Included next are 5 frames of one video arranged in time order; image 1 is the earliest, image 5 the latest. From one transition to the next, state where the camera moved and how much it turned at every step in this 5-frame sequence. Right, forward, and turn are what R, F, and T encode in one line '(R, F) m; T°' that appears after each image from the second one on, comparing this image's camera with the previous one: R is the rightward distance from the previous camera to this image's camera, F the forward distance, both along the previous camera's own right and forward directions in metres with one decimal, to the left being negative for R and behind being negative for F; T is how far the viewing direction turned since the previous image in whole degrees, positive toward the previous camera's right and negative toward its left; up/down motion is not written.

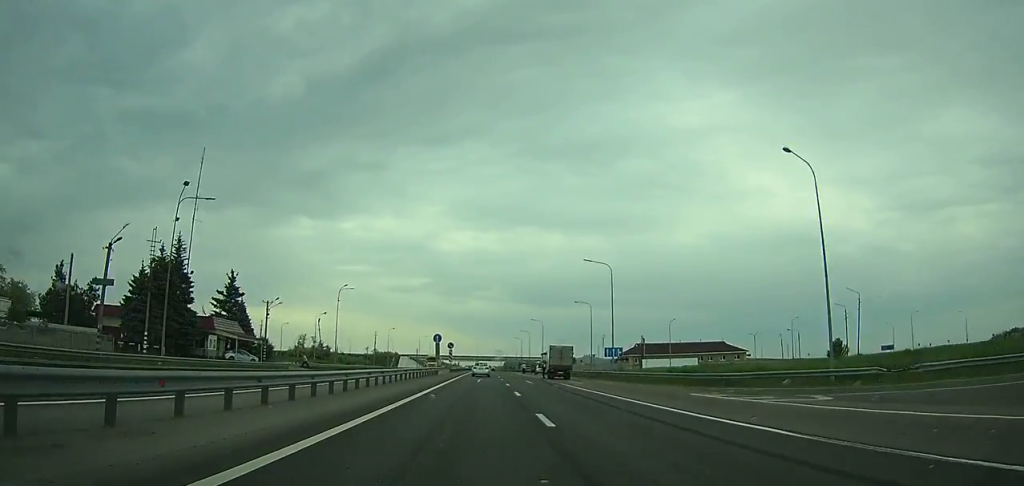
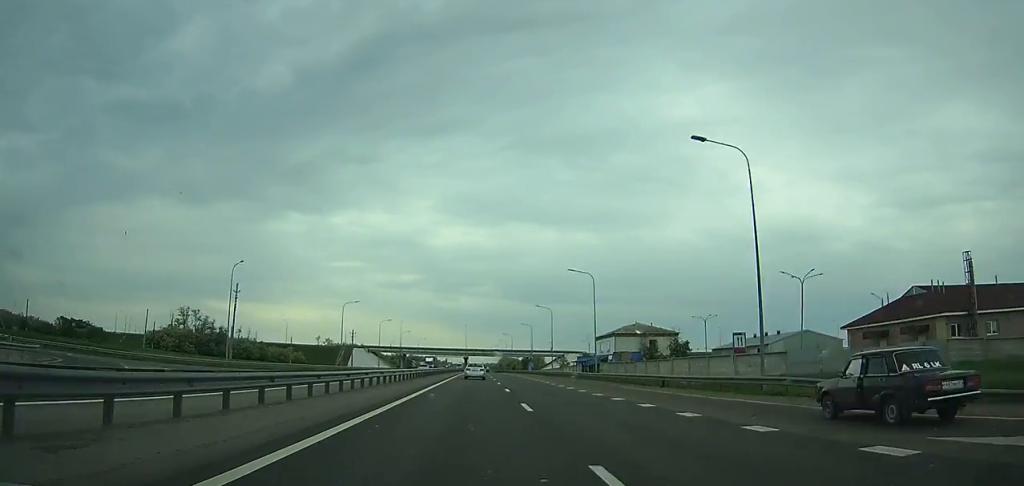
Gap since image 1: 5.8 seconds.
(-0.2, +103.3) m; 0°
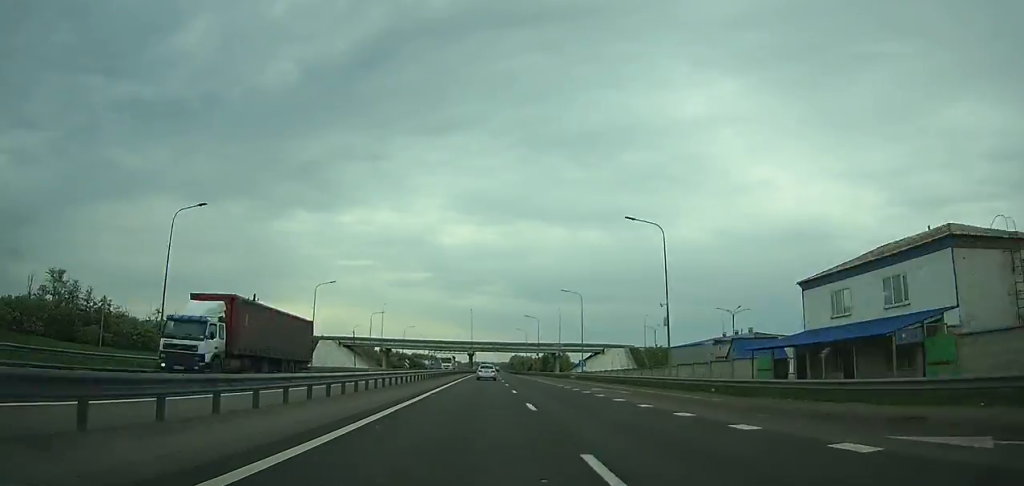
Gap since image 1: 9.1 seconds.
(+0.1, +58.7) m; 0°
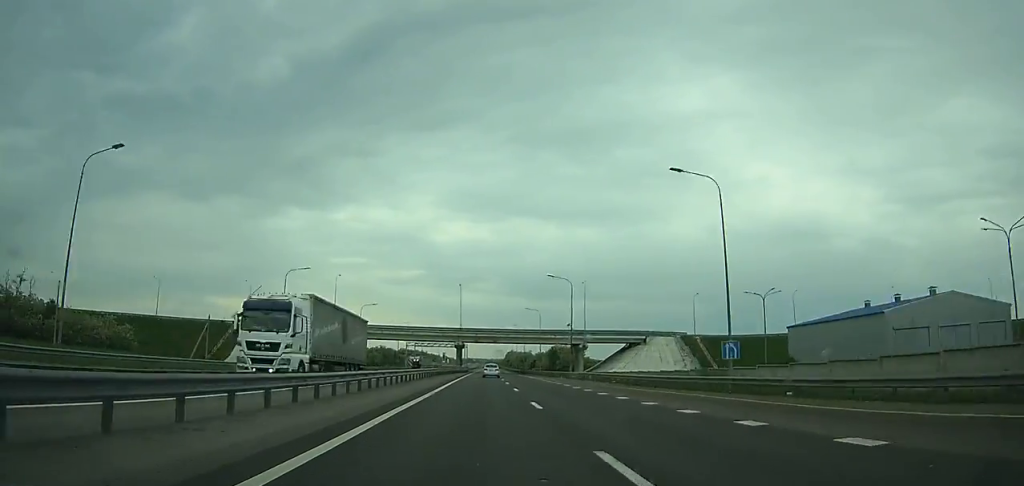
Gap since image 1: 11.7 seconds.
(-0.2, +47.8) m; 0°
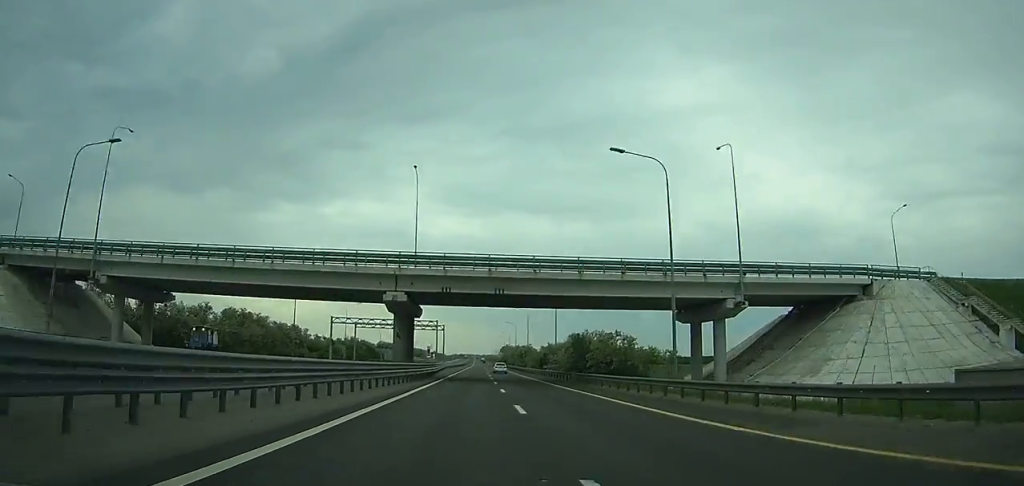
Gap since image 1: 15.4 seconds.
(+0.5, +72.0) m; +1°
